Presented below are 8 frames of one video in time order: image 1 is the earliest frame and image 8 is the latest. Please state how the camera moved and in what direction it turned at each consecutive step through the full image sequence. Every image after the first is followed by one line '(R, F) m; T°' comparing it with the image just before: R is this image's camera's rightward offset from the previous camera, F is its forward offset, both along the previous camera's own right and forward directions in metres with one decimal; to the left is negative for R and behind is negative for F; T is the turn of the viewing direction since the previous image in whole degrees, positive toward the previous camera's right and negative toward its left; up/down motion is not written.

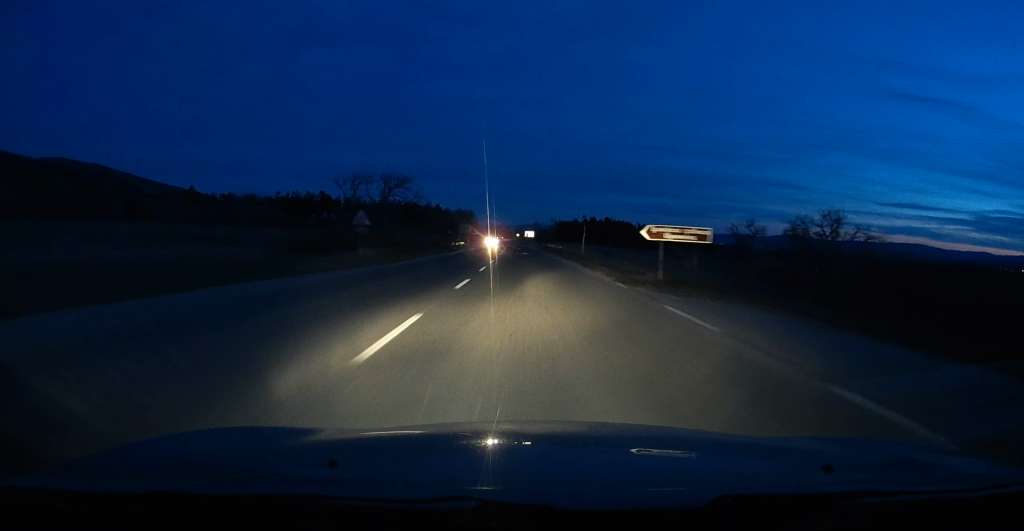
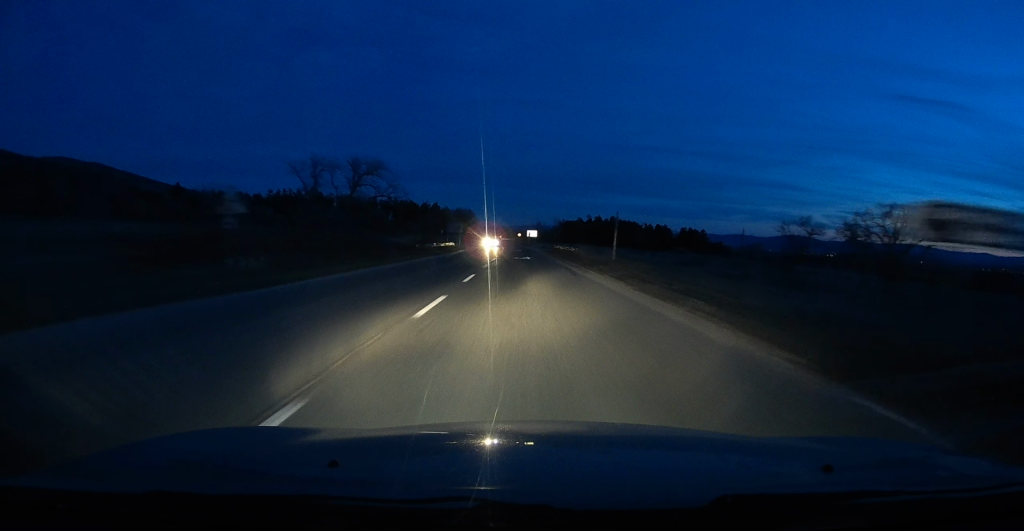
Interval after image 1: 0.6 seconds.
(-0.1, +12.8) m; 0°
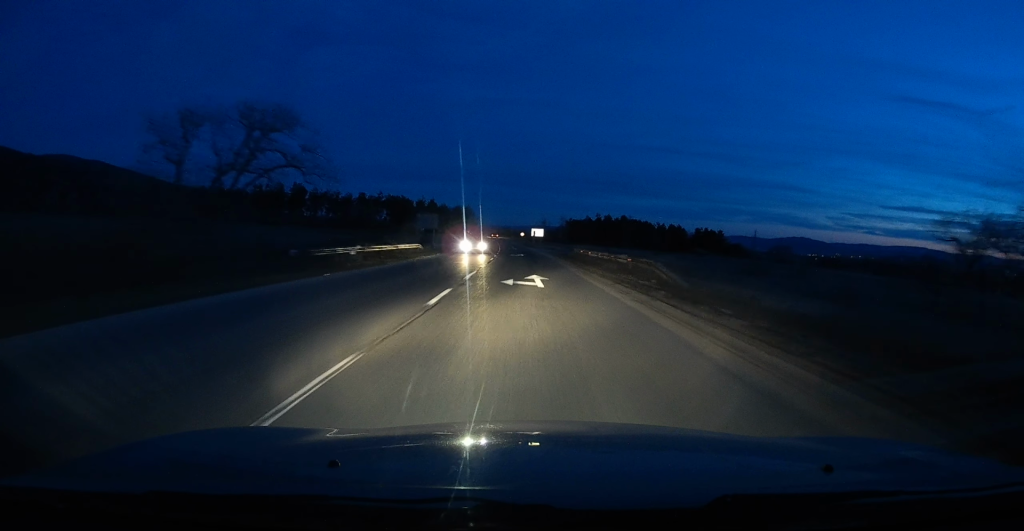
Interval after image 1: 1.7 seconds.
(0.0, +21.6) m; 0°
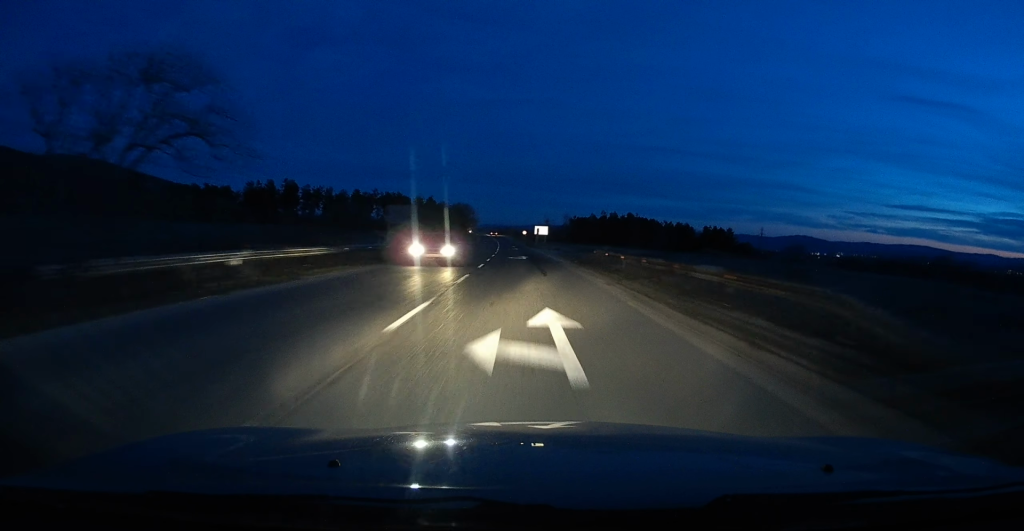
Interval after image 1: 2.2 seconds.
(0.0, +10.1) m; 0°
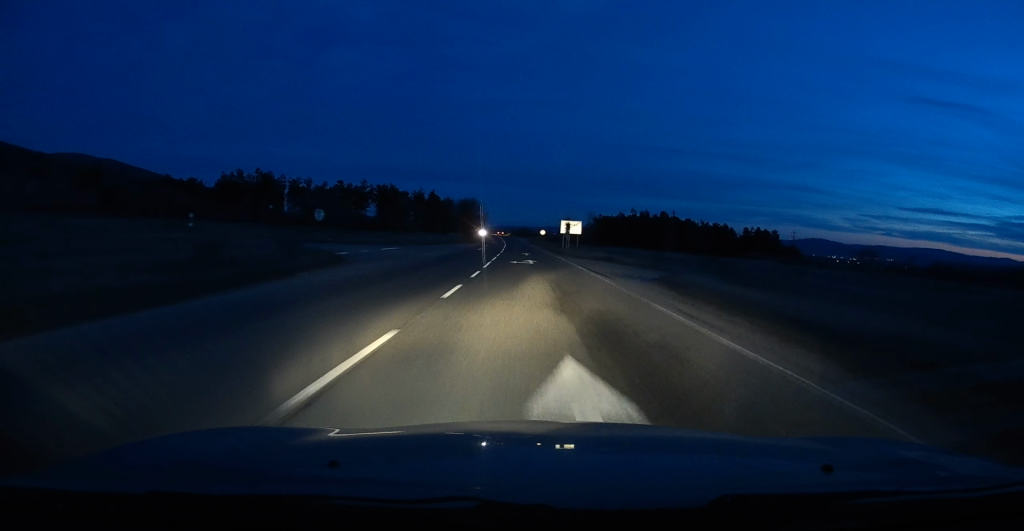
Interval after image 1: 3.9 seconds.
(+0.1, +34.0) m; -1°
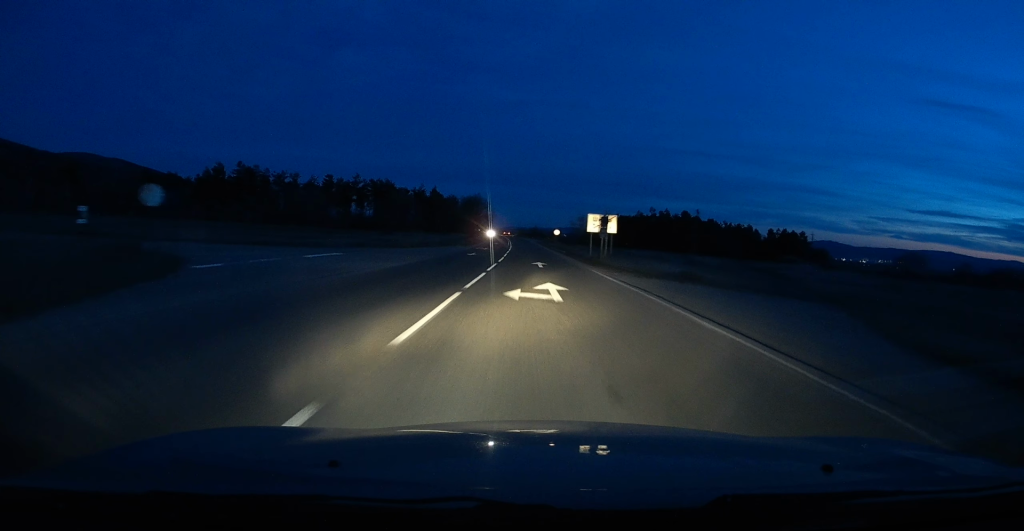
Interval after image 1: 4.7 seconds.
(-0.1, +17.1) m; -2°
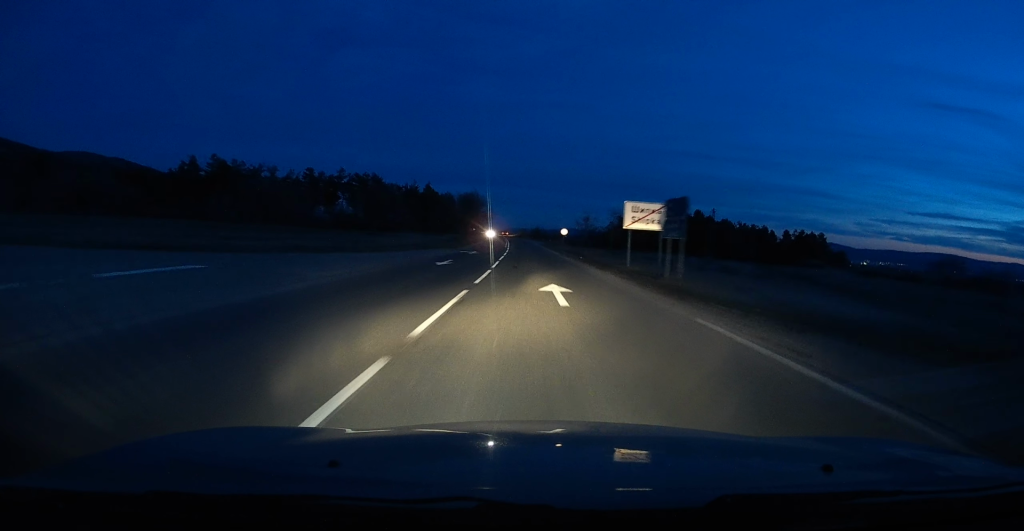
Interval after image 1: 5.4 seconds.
(-0.4, +14.4) m; 0°
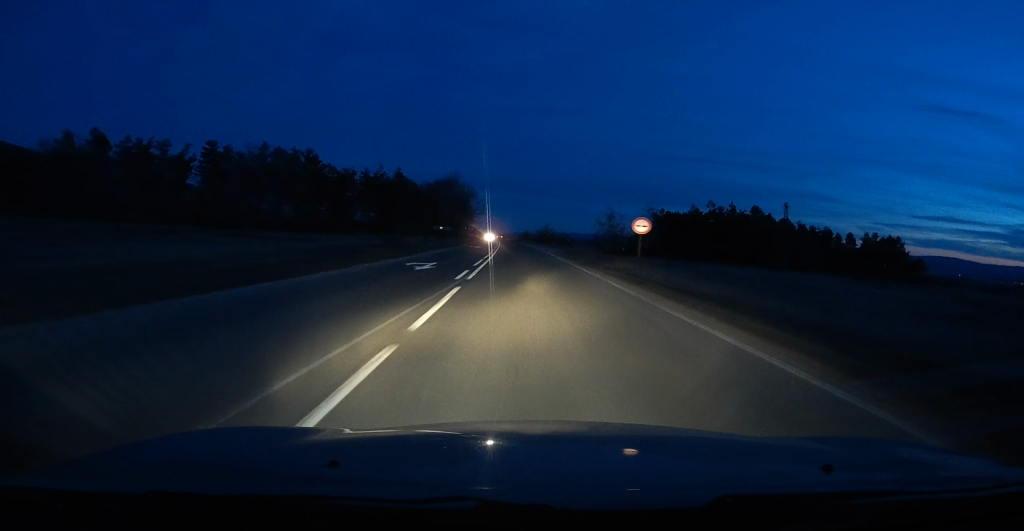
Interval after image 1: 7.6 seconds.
(+0.3, +45.5) m; 0°
